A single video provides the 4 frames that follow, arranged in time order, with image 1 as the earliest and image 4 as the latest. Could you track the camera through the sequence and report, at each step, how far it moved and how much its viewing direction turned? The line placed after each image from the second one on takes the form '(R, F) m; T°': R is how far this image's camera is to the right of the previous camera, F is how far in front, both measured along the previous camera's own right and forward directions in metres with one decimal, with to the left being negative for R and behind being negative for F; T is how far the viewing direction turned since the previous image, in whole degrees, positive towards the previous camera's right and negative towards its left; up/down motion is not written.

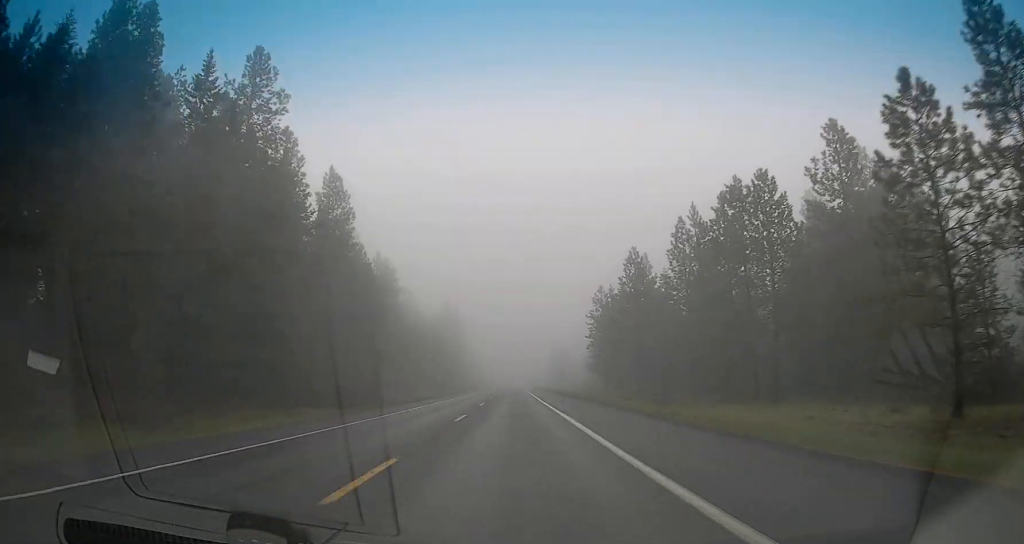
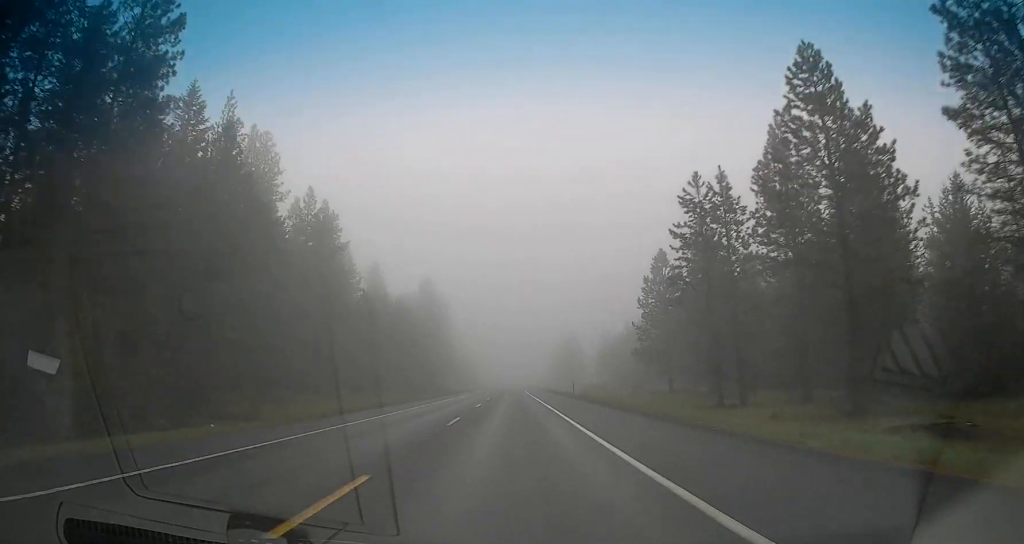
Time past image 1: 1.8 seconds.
(-0.5, +47.1) m; -1°
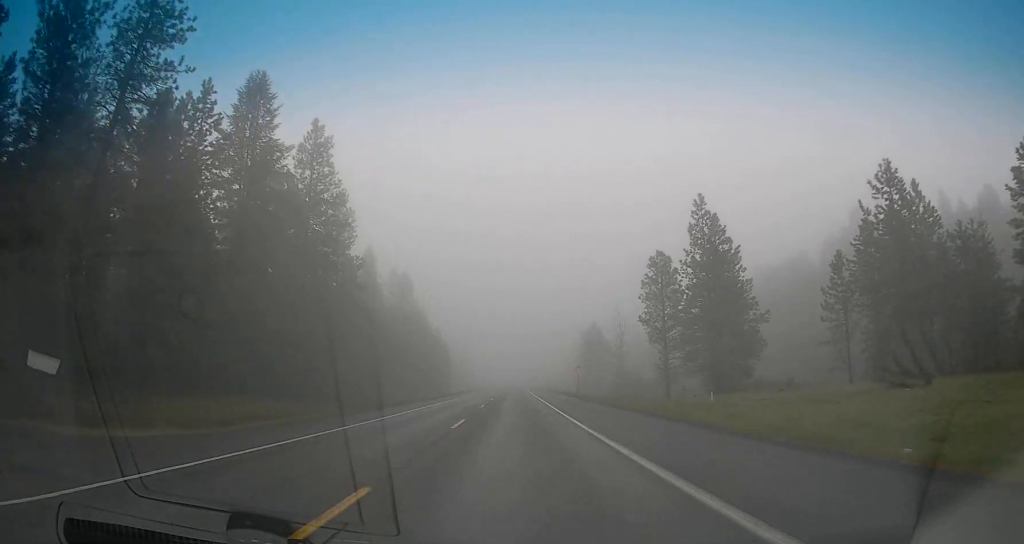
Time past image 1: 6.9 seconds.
(+1.7, +137.5) m; 0°
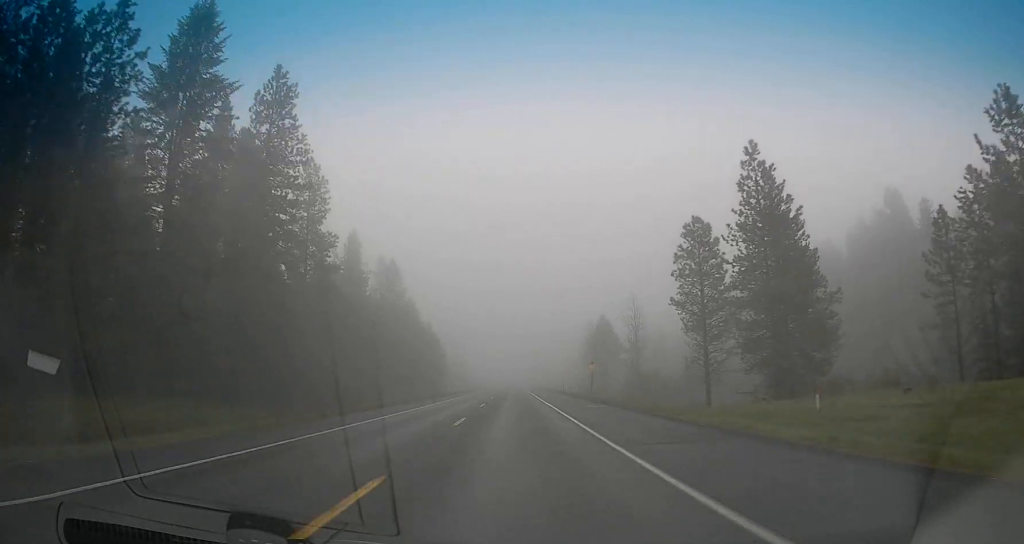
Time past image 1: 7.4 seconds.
(+0.1, +14.3) m; 0°
